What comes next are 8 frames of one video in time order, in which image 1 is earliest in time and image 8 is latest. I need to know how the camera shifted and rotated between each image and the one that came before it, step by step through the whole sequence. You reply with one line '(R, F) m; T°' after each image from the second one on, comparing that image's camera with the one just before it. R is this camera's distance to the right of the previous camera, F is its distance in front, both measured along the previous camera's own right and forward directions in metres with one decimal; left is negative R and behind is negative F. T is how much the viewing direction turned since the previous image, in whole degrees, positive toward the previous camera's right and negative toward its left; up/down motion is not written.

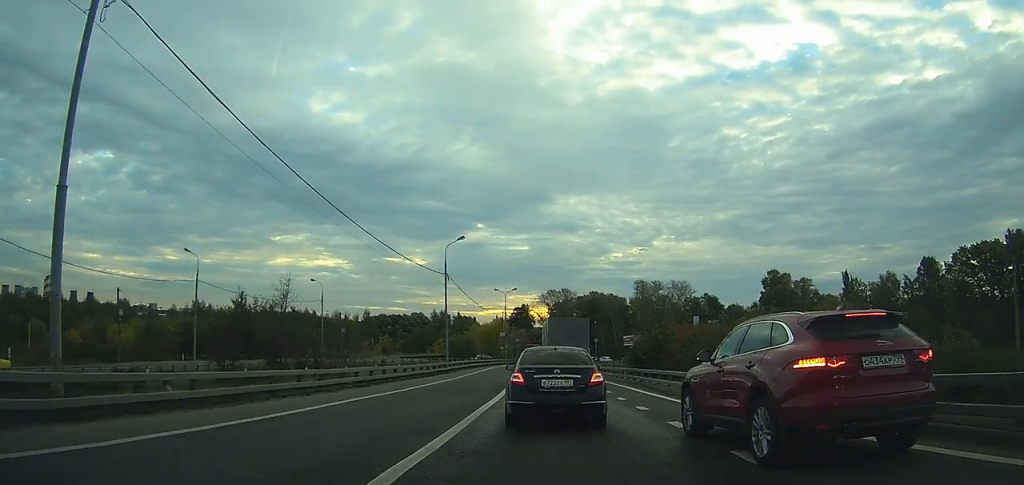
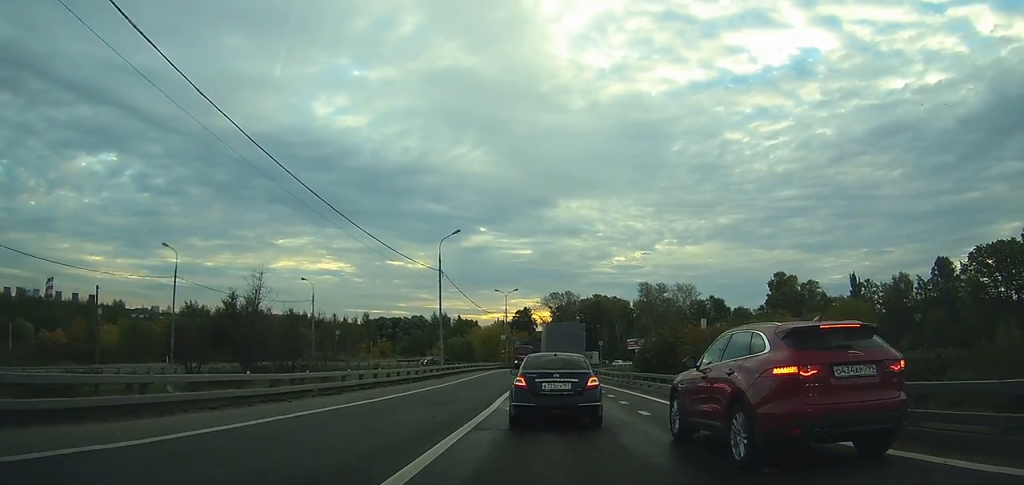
(0.0, +3.9) m; 0°
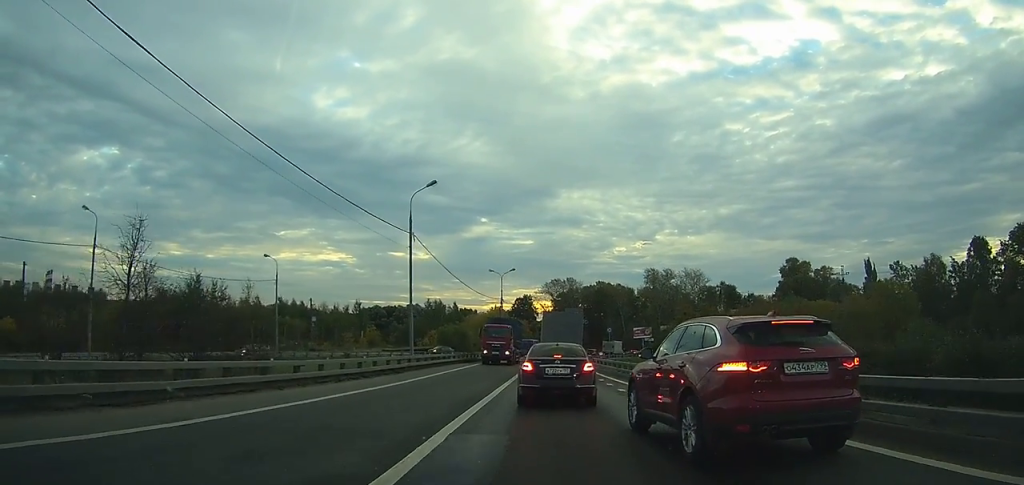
(+0.2, +9.7) m; +1°
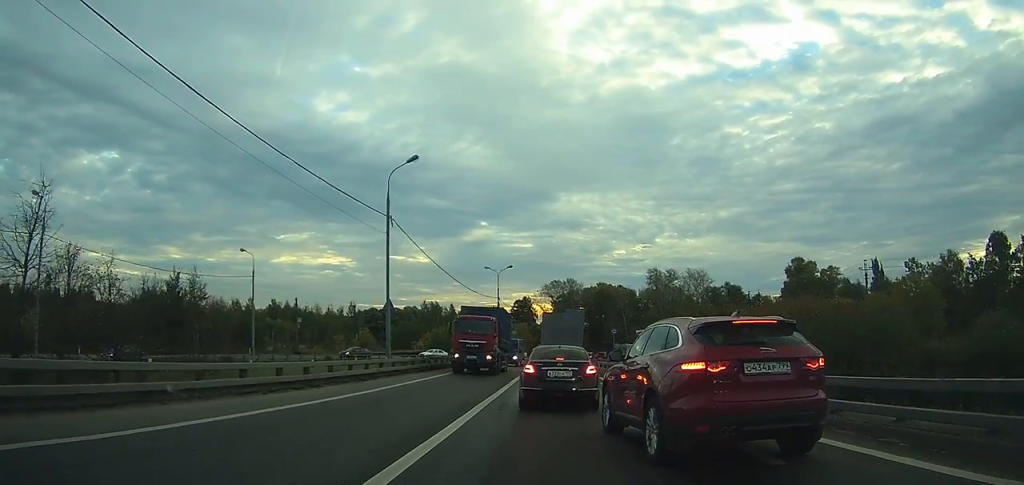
(0.0, +4.7) m; 0°
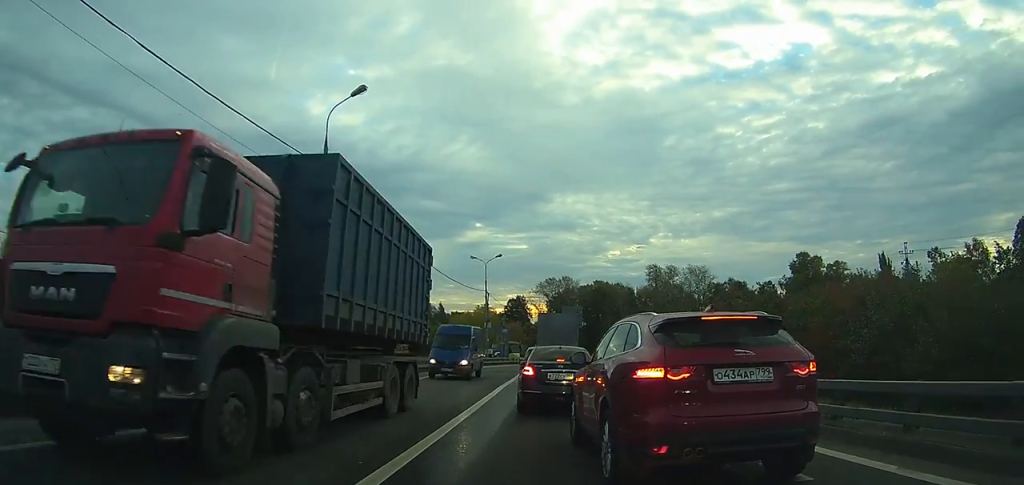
(-0.1, +8.4) m; -3°
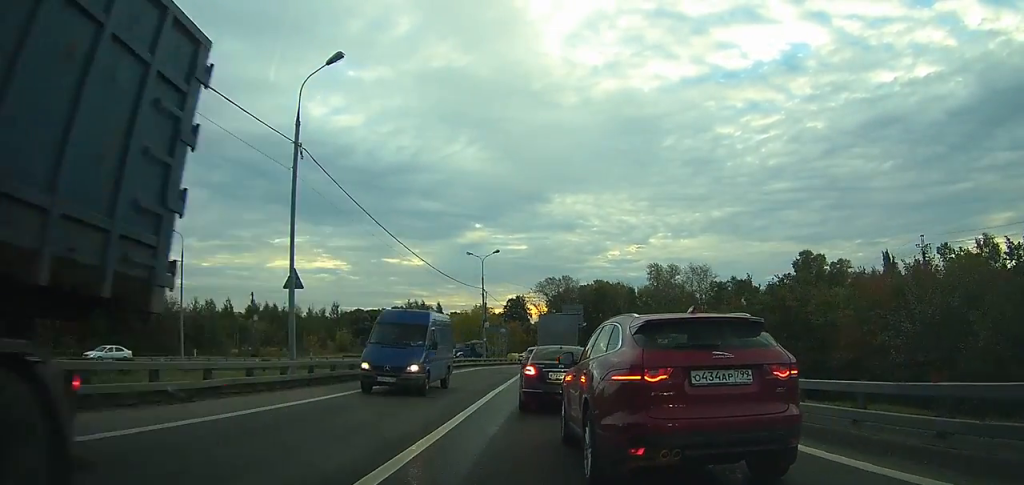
(0.0, +2.9) m; -2°
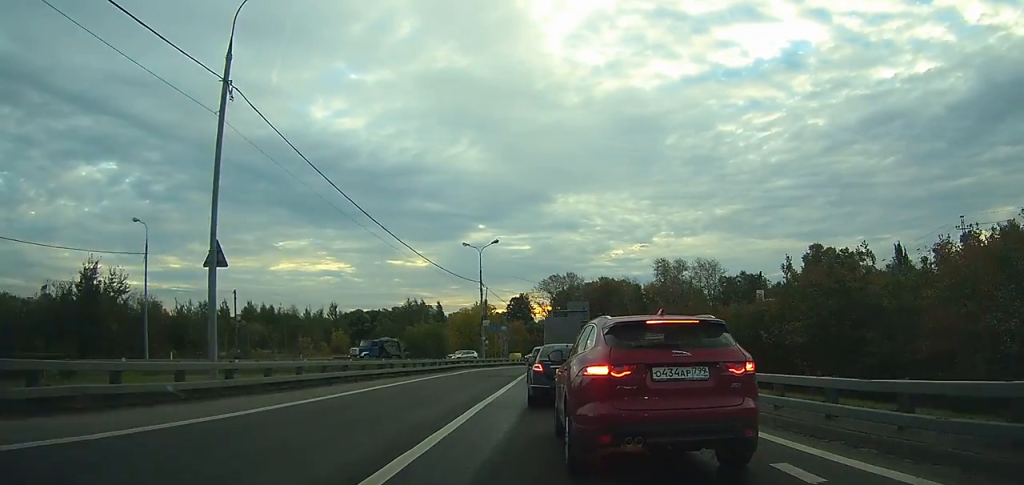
(-0.3, +5.3) m; -2°
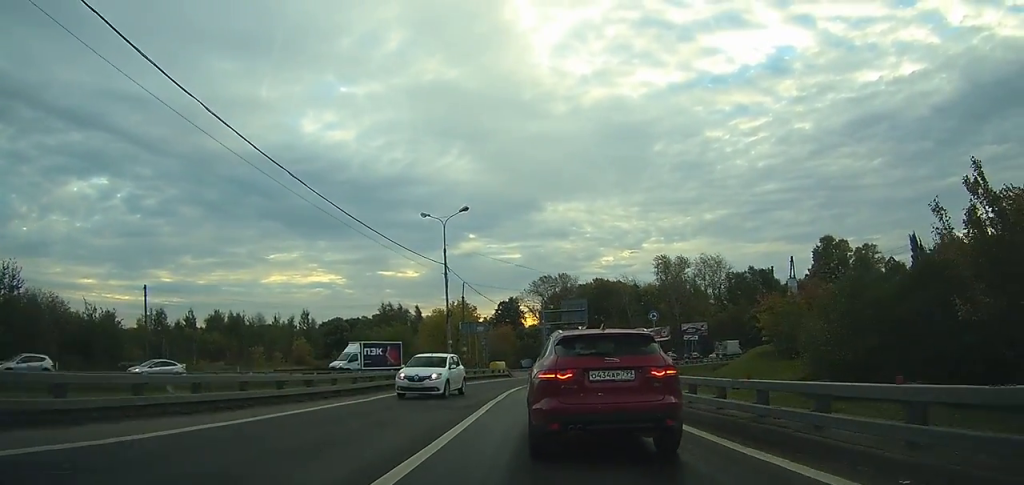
(+0.7, +14.9) m; +4°
